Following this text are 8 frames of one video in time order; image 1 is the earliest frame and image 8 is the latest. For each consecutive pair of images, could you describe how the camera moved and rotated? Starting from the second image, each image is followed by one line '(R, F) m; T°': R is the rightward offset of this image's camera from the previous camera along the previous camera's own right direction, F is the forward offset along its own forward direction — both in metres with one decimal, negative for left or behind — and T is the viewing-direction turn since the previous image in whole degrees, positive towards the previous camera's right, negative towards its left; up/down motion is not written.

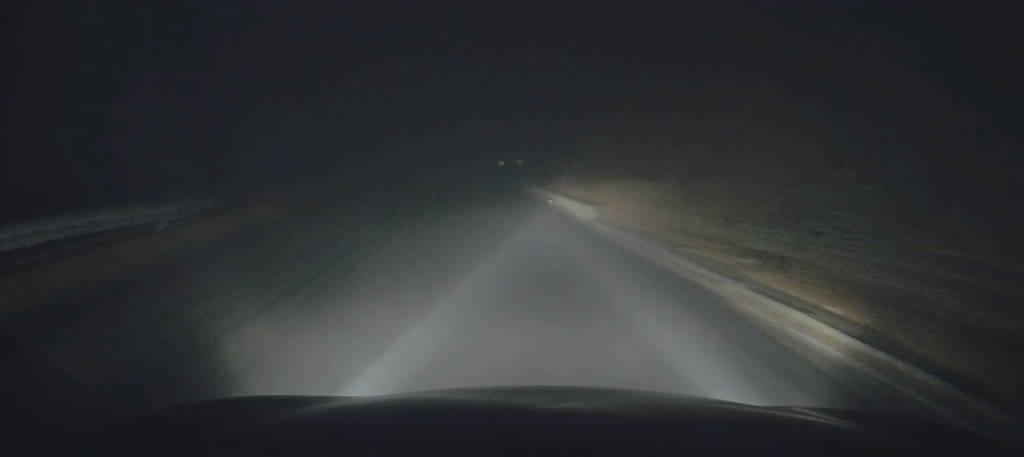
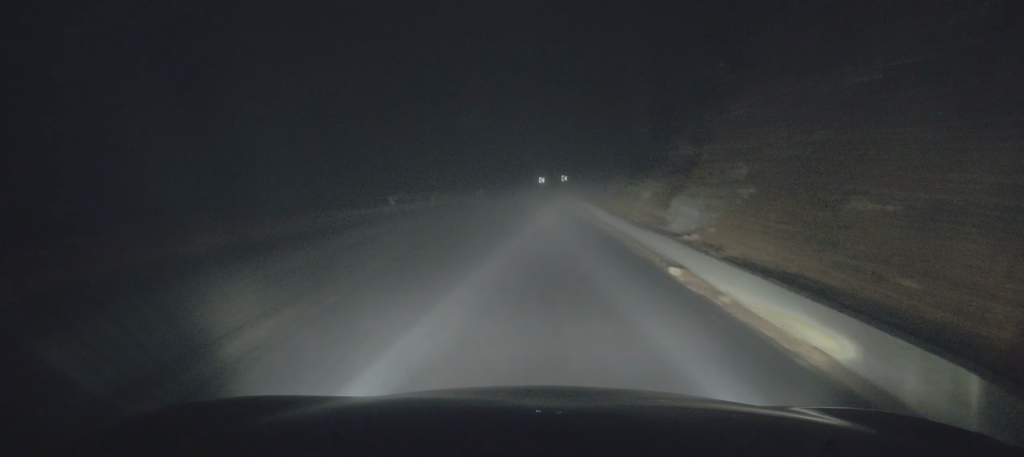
(-1.3, +15.1) m; -6°
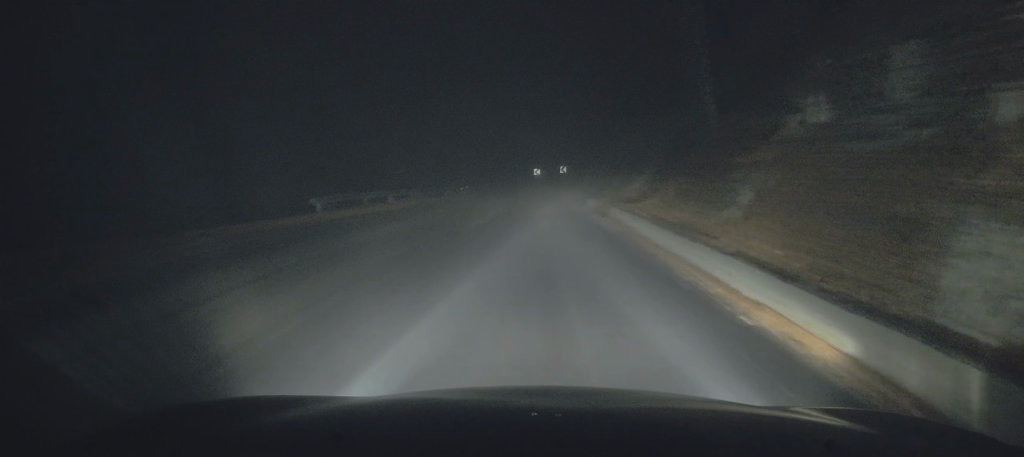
(-0.1, +9.5) m; -1°
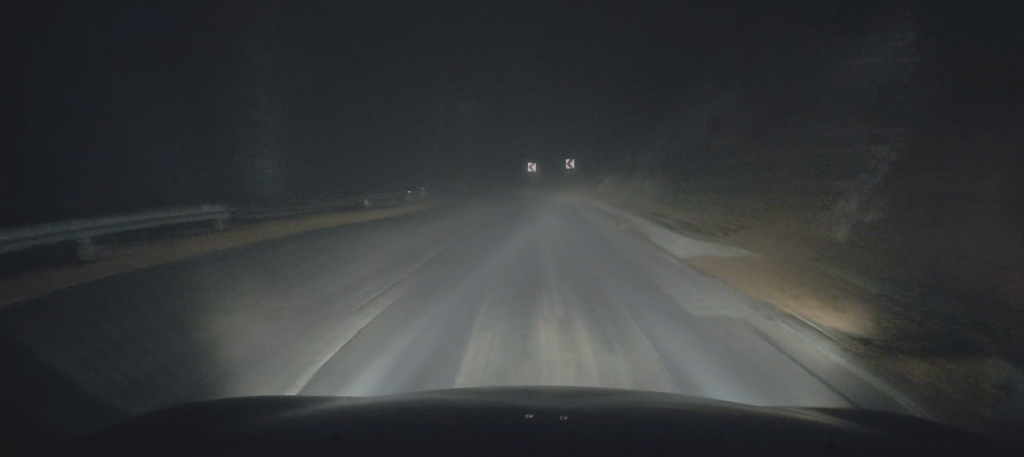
(-0.1, +18.7) m; 0°
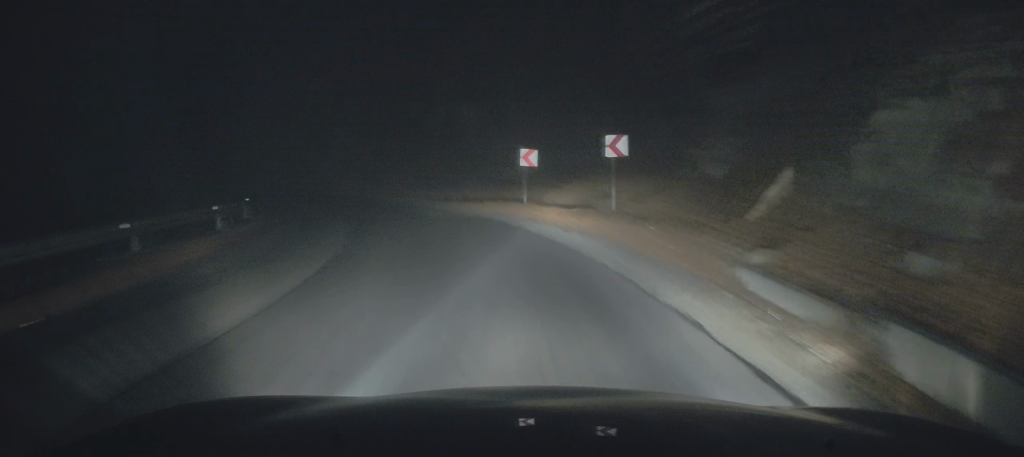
(-0.3, +24.8) m; -2°
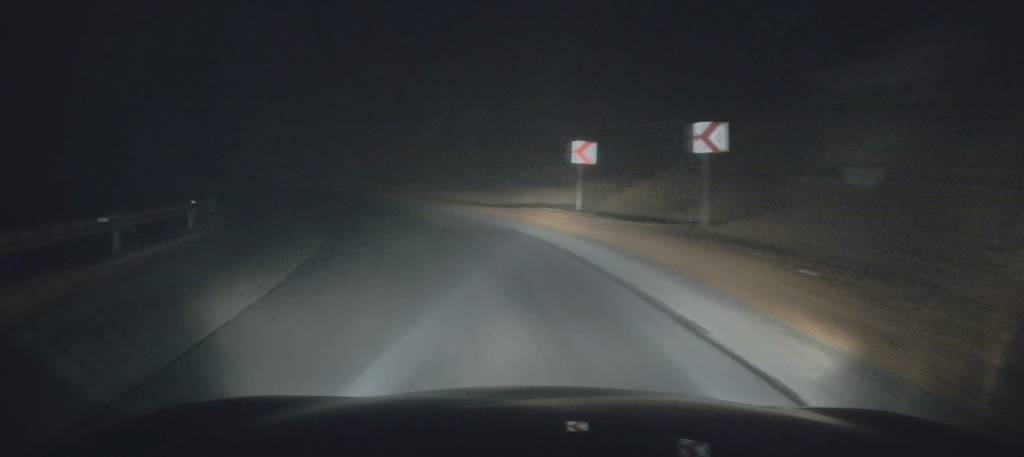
(-0.1, +5.0) m; -4°
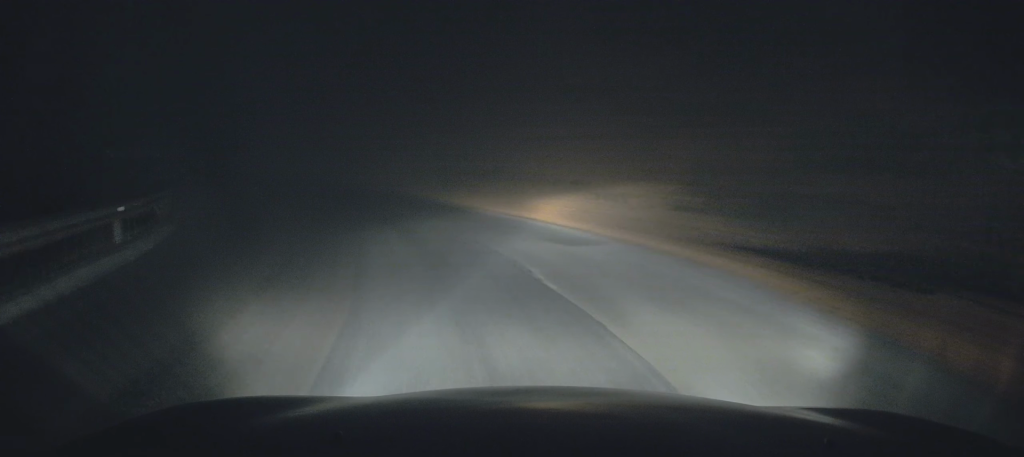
(-1.3, +12.4) m; -16°
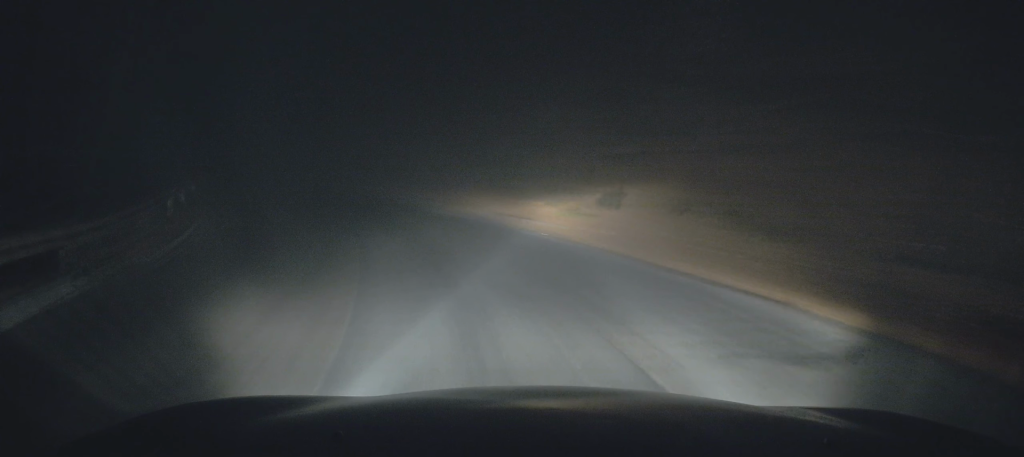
(-0.3, +5.6) m; -8°
